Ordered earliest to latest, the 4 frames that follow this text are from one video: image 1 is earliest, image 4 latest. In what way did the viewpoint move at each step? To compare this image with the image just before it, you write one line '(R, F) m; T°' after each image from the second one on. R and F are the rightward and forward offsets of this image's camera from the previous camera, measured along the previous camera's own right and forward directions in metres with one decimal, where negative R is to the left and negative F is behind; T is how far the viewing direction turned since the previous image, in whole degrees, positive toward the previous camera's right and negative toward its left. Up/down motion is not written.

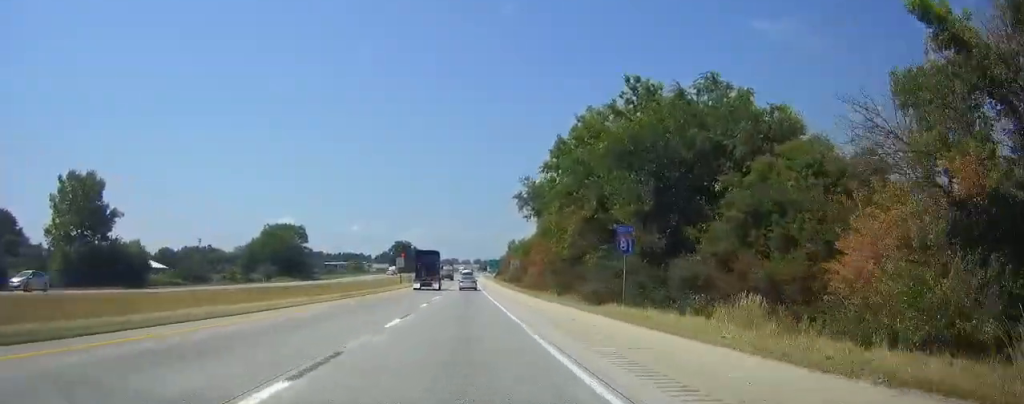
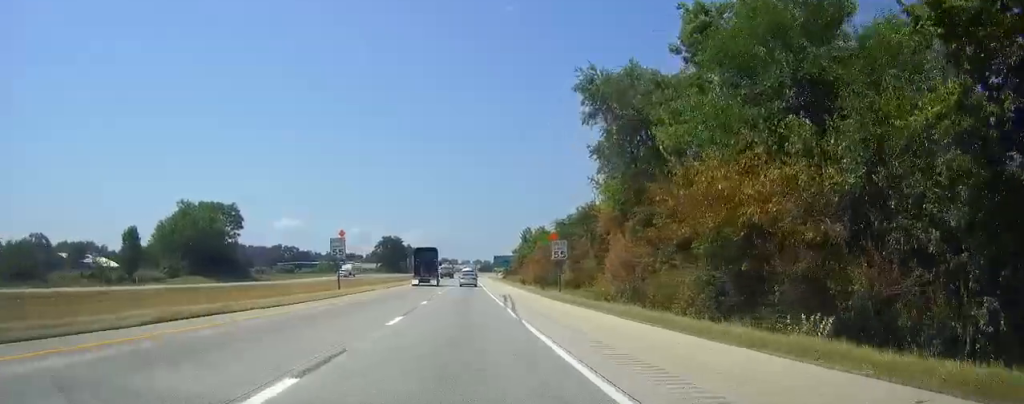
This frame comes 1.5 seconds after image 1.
(+0.3, +48.8) m; +1°
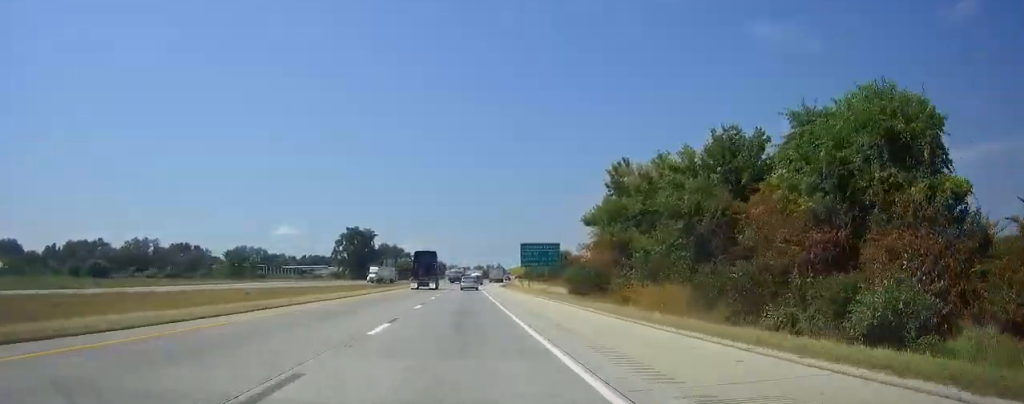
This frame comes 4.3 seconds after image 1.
(-0.1, +88.2) m; 0°
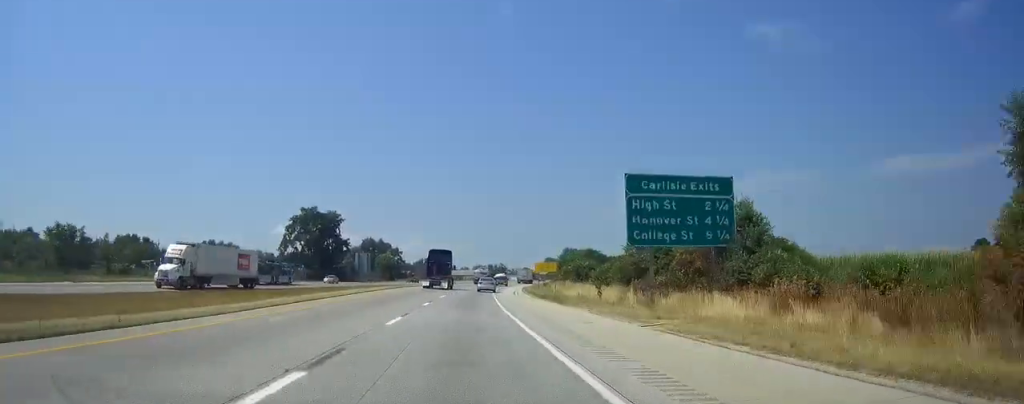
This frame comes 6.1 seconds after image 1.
(+0.1, +58.5) m; 0°
